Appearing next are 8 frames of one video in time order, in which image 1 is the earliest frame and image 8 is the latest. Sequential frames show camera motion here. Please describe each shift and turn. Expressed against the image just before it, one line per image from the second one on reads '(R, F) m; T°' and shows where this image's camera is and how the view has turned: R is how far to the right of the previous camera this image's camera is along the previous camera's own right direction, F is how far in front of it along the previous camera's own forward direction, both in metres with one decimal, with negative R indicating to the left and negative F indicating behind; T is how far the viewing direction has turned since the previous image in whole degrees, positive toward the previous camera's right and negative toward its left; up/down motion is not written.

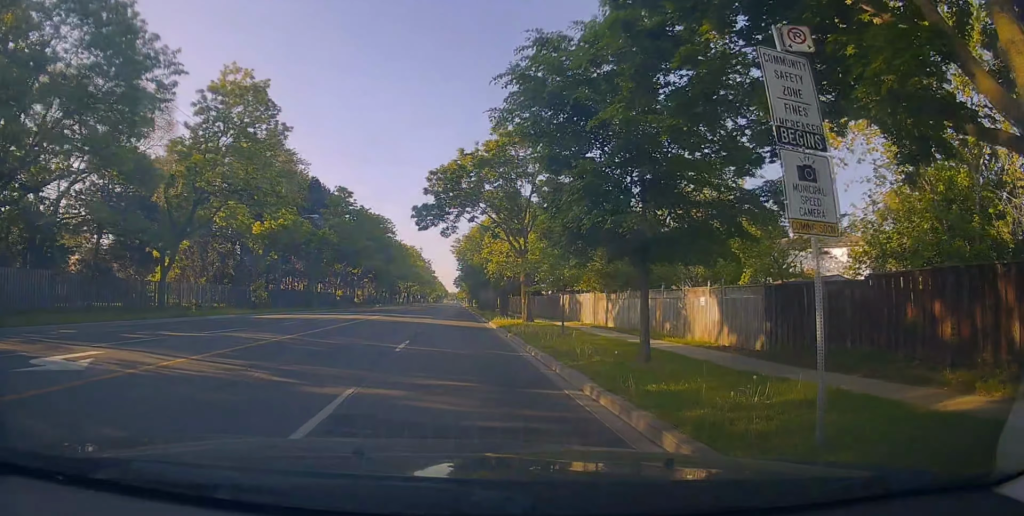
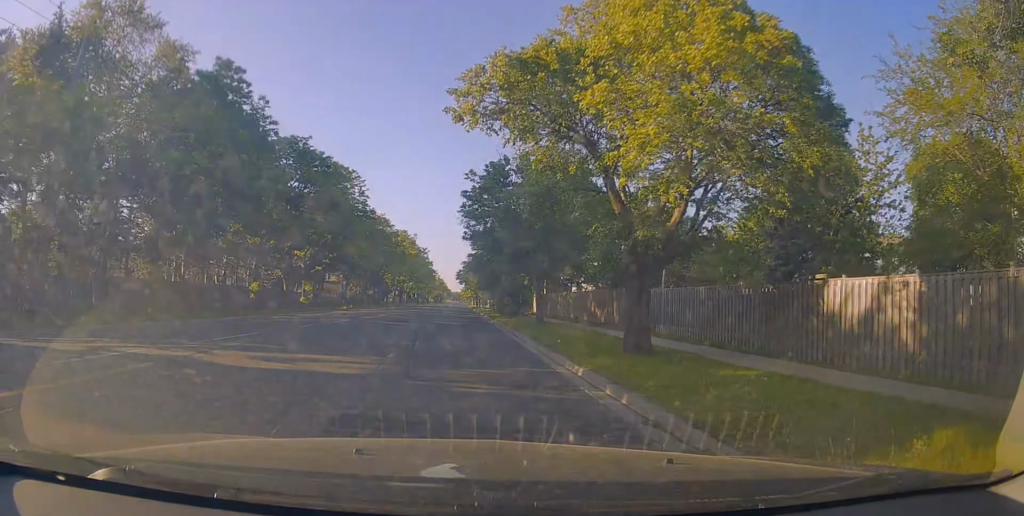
(+0.1, +31.4) m; -1°
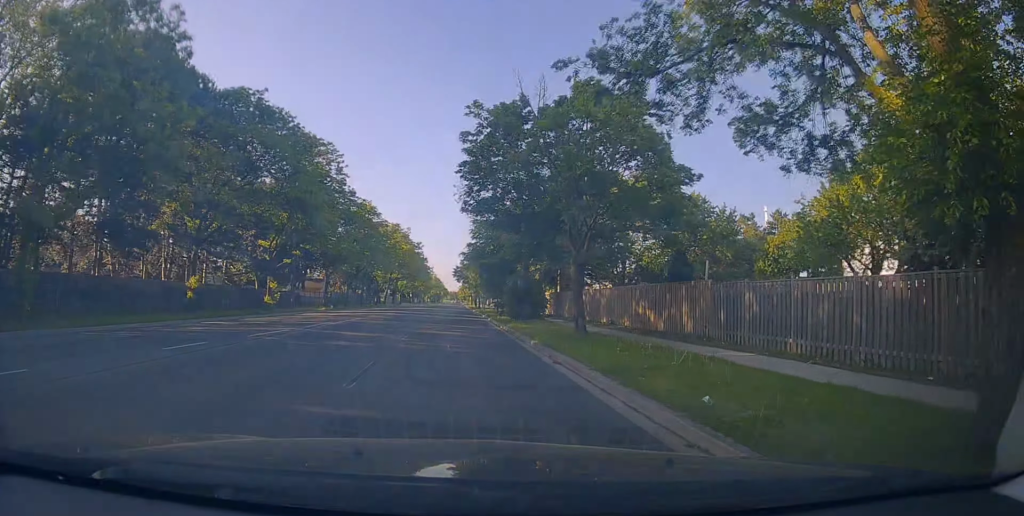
(-0.1, +9.4) m; -1°
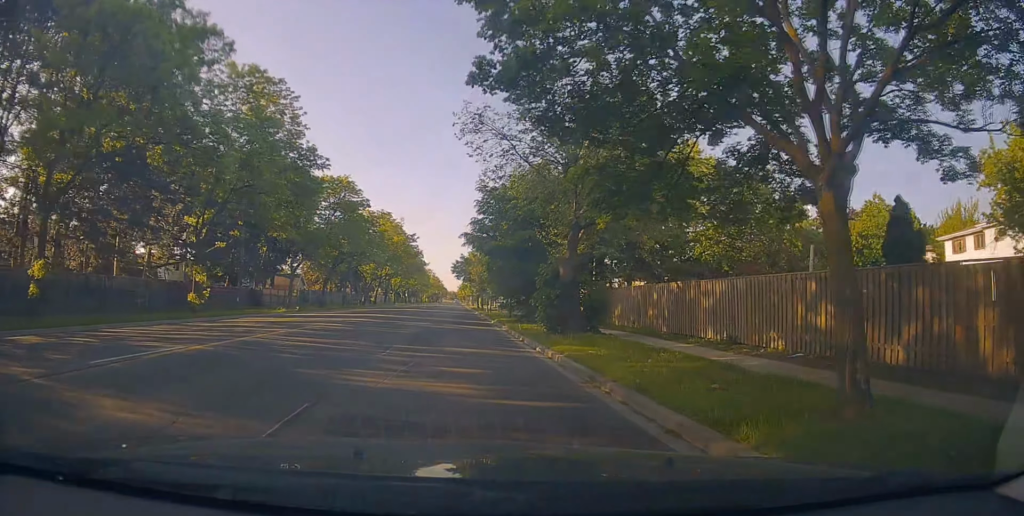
(-0.1, +13.3) m; +2°
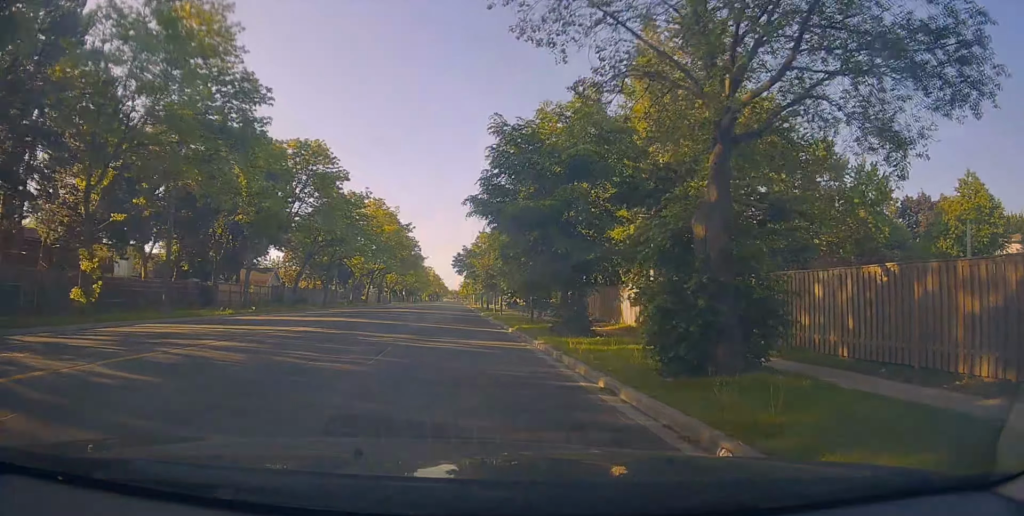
(+0.4, +11.0) m; +2°
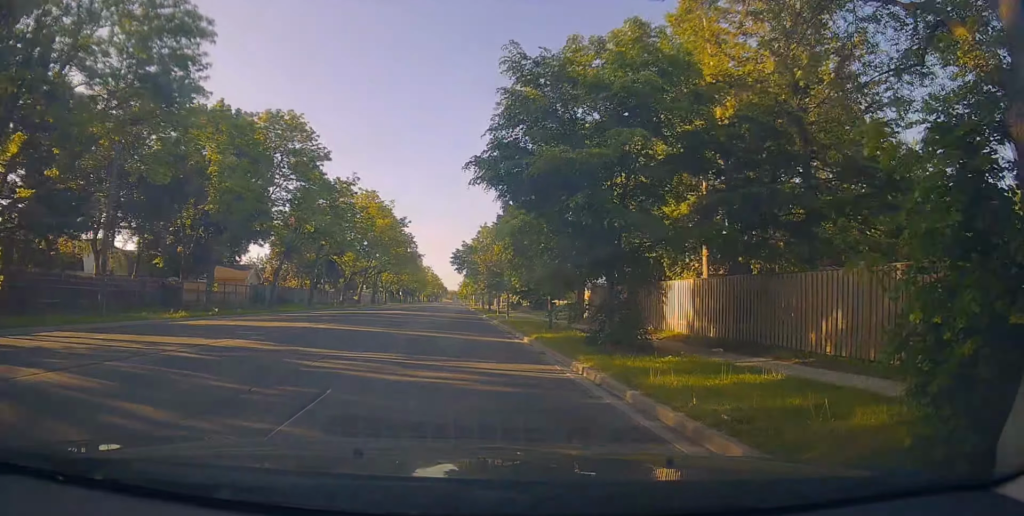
(0.0, +6.3) m; 0°
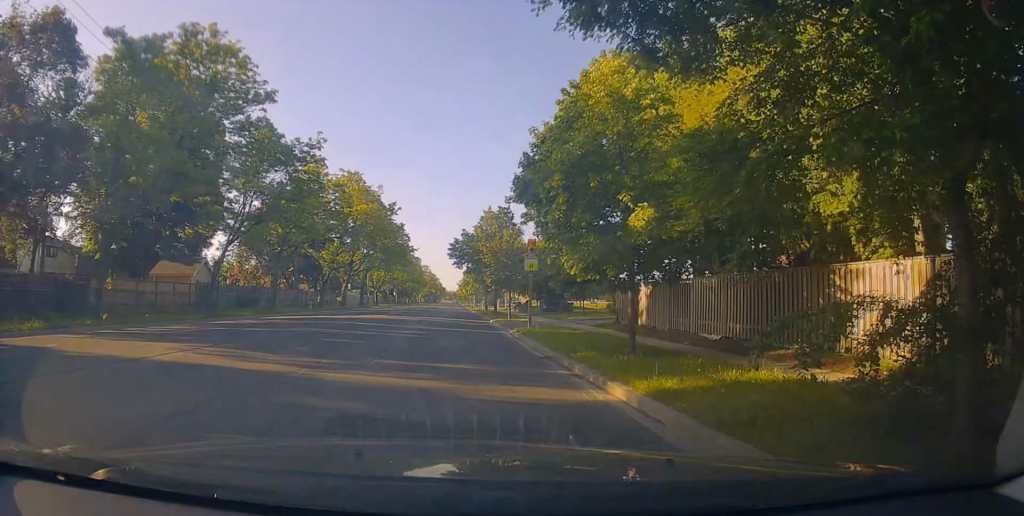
(0.0, +11.2) m; -1°
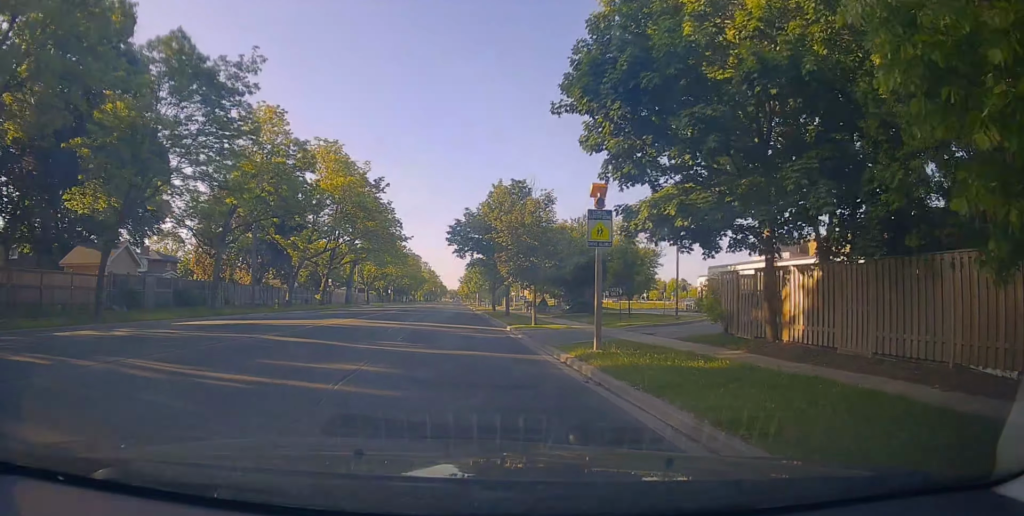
(-0.3, +11.5) m; 0°
